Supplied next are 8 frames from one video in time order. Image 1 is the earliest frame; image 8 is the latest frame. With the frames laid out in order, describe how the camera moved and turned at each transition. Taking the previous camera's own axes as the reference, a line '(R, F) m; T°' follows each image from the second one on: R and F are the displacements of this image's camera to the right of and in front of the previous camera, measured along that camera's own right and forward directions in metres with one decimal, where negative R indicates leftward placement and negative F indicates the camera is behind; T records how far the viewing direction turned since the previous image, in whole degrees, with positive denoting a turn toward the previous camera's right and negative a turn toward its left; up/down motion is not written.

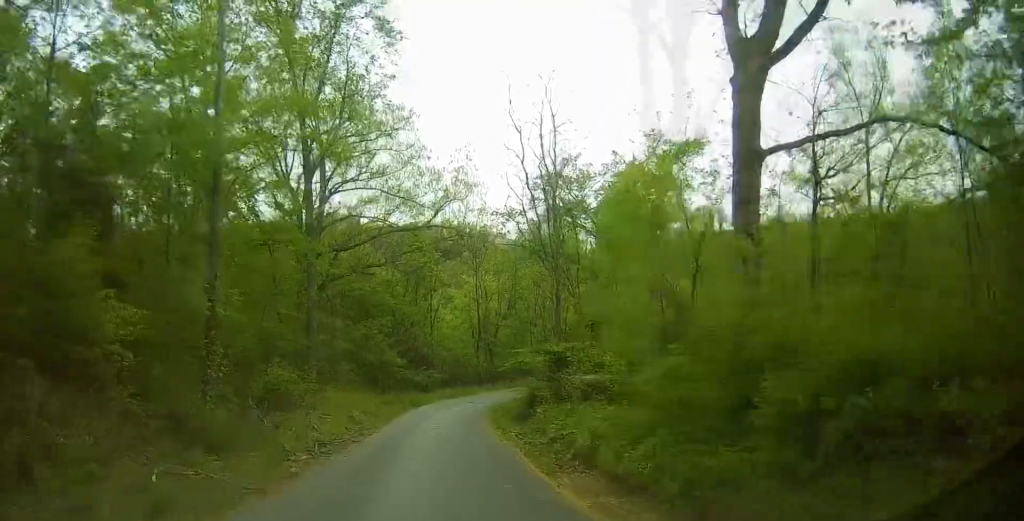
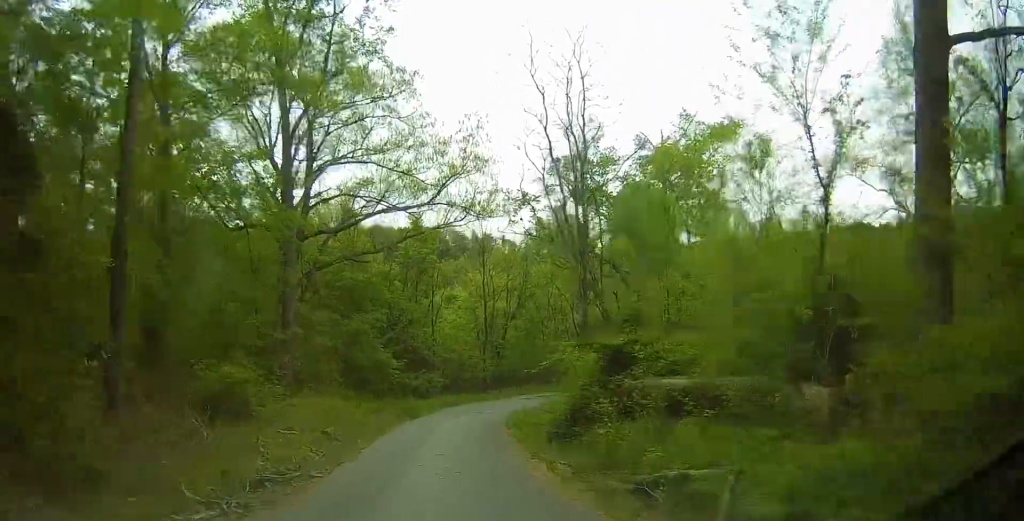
(+0.1, +6.3) m; +2°
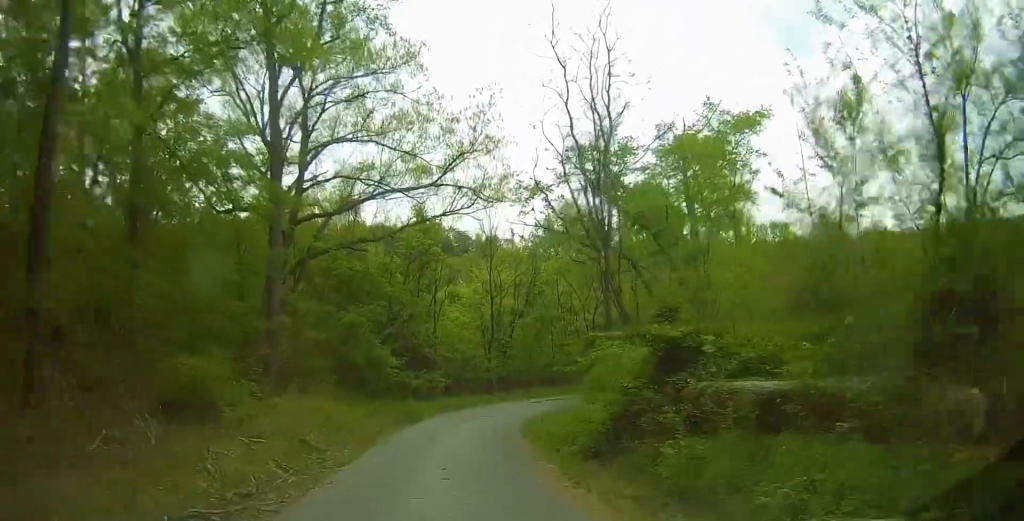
(+0.1, +3.2) m; +1°
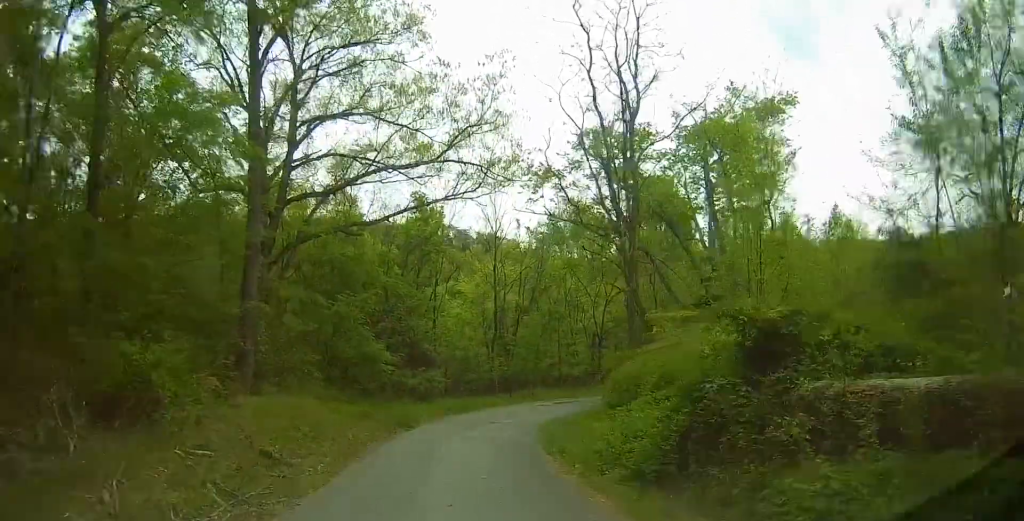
(0.0, +3.3) m; 0°
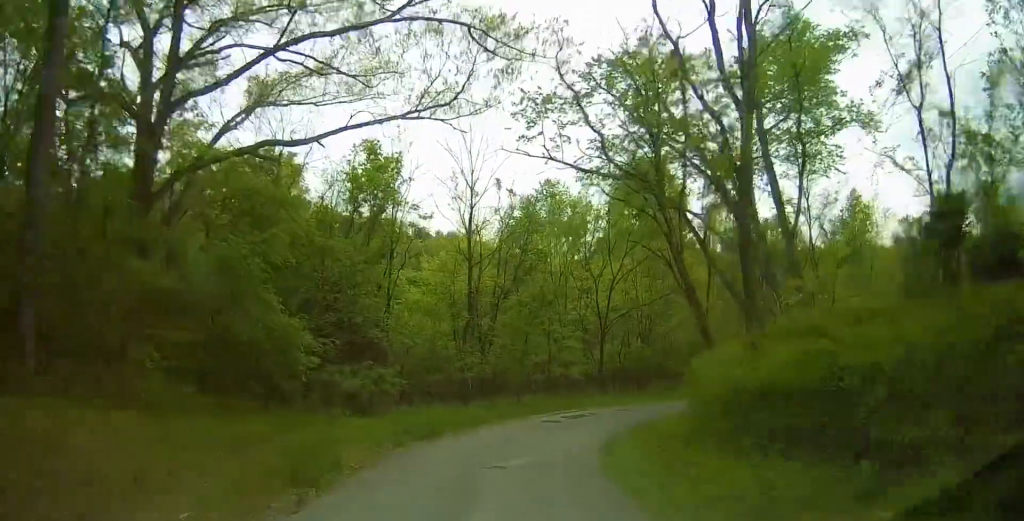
(-0.1, +11.8) m; 0°
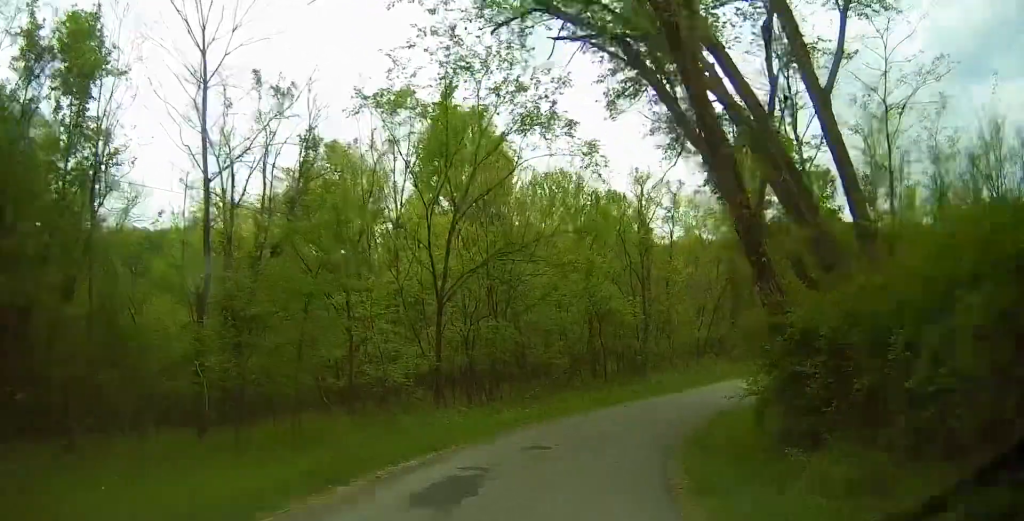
(+2.7, +15.9) m; +22°
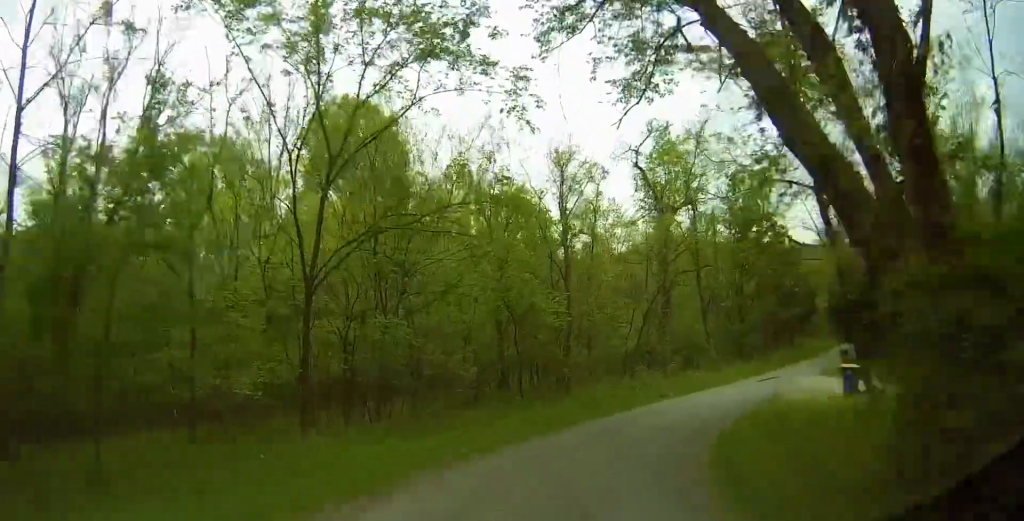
(+0.2, +5.7) m; +7°
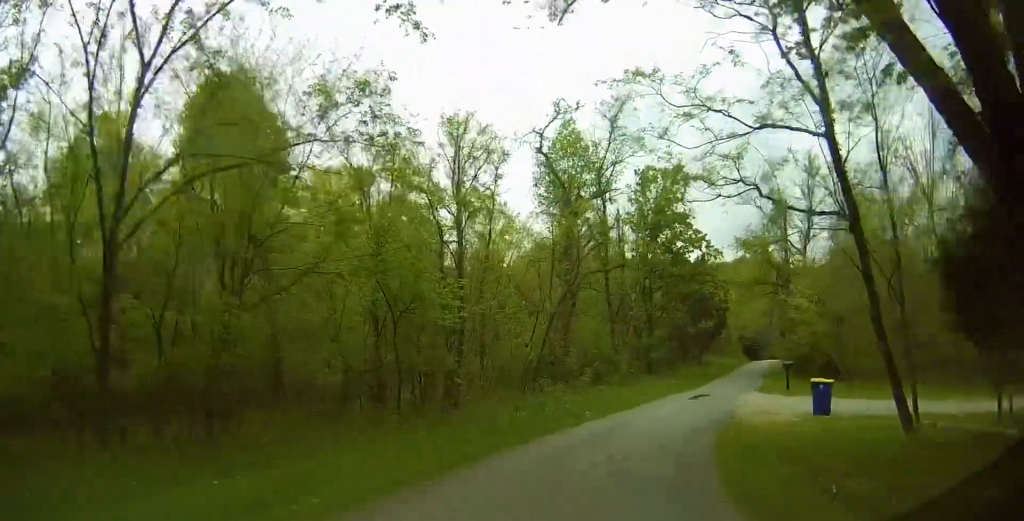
(+0.5, +4.9) m; +9°
